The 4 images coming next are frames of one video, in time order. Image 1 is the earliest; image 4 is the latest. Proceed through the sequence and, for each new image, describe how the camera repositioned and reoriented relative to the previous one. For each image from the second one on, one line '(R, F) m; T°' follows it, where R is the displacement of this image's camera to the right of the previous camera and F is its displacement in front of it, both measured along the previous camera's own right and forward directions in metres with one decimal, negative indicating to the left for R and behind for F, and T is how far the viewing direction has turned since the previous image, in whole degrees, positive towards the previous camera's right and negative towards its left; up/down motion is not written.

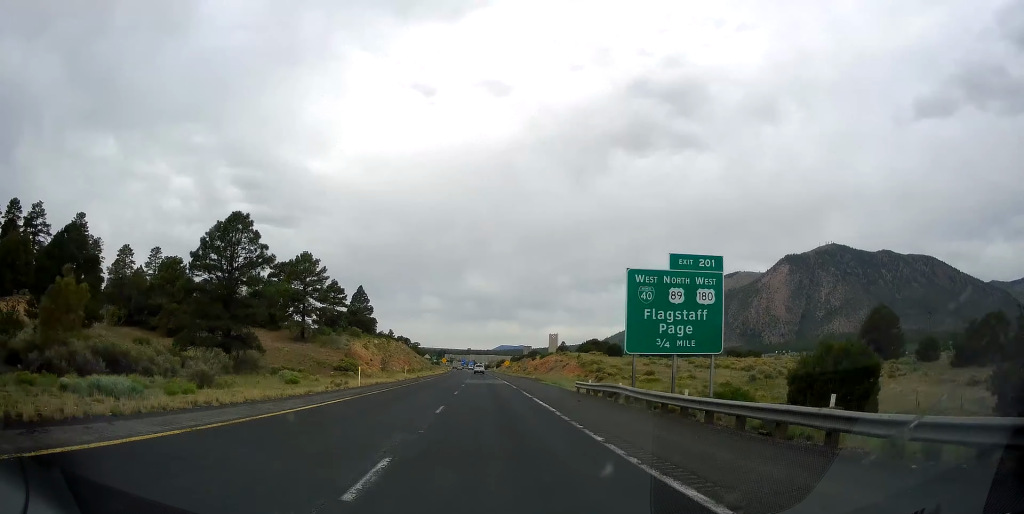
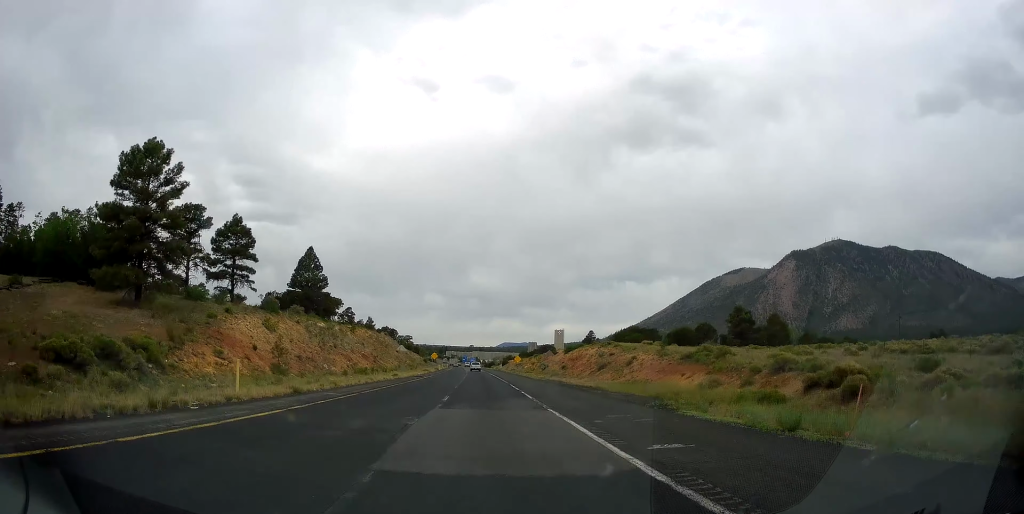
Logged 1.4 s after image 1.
(-0.2, +43.1) m; -1°
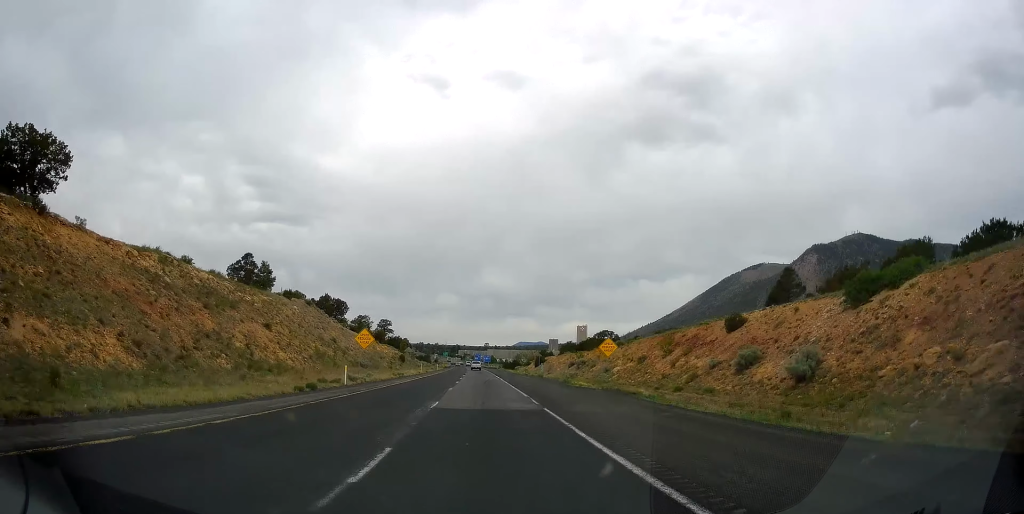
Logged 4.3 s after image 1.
(-0.2, +90.4) m; -1°
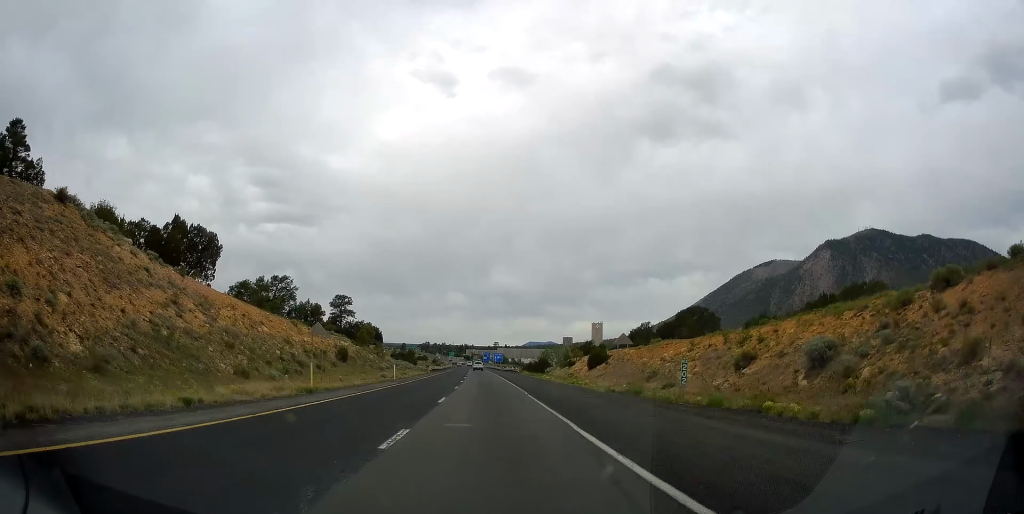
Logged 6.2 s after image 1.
(-1.0, +58.0) m; -1°
